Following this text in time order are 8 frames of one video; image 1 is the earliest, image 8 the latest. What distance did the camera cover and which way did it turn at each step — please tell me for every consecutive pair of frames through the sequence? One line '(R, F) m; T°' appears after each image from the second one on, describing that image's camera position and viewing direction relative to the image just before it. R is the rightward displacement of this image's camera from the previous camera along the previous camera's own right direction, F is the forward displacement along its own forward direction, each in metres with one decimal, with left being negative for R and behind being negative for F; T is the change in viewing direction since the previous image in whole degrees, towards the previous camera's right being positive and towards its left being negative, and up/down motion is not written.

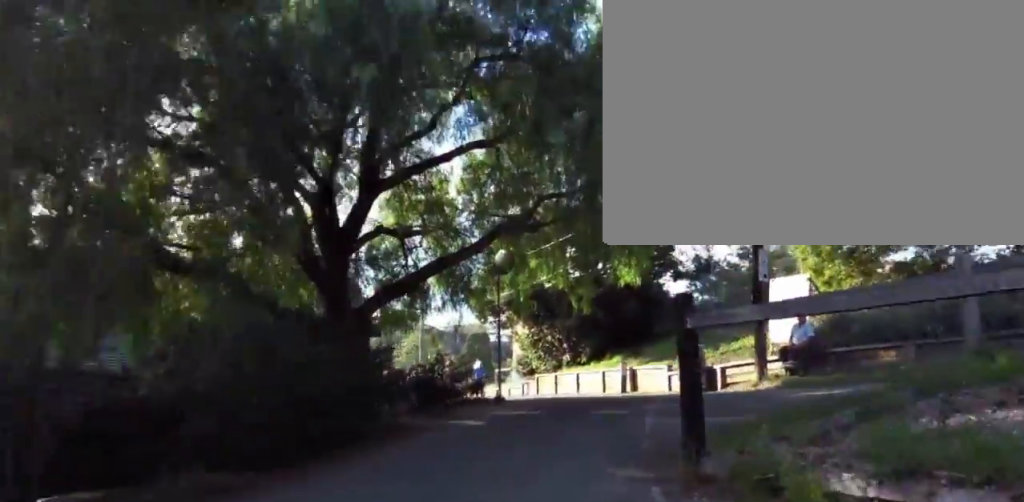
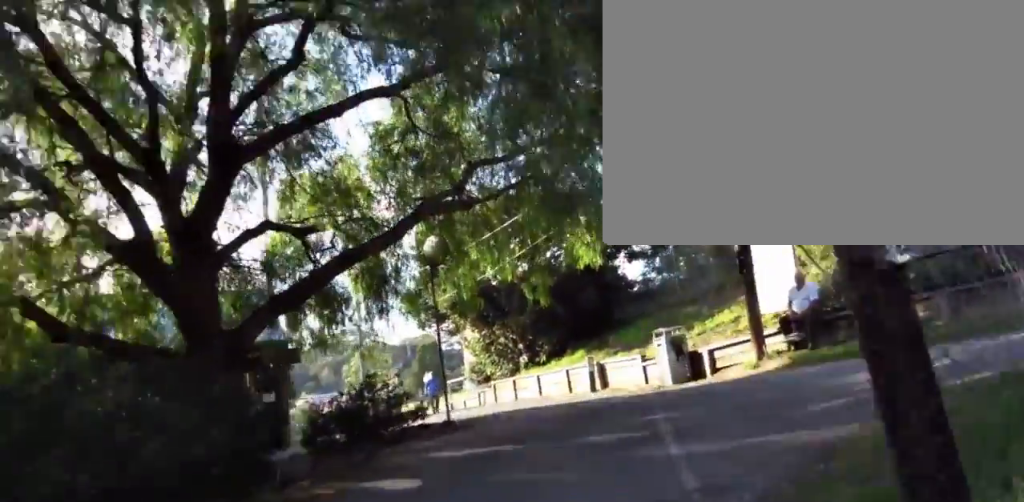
(+0.1, +3.1) m; +9°
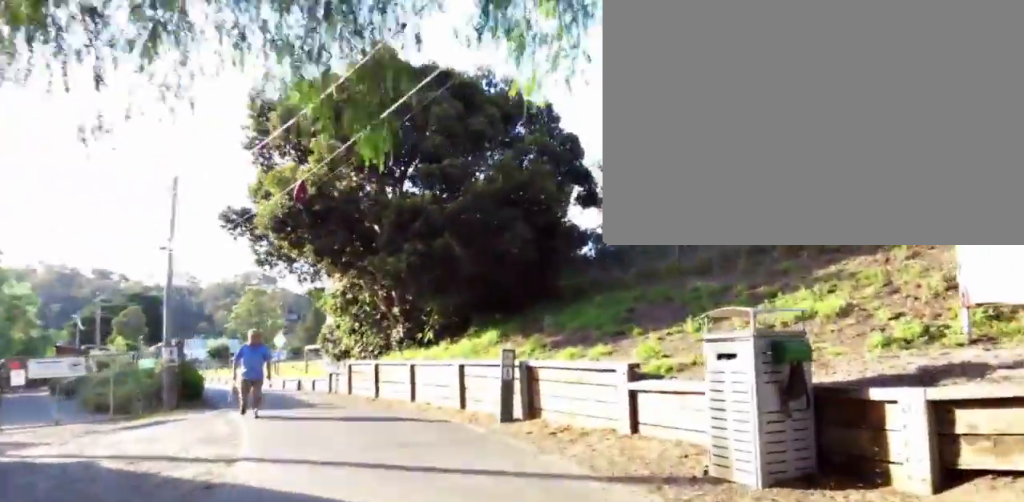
(+0.3, +9.5) m; -17°
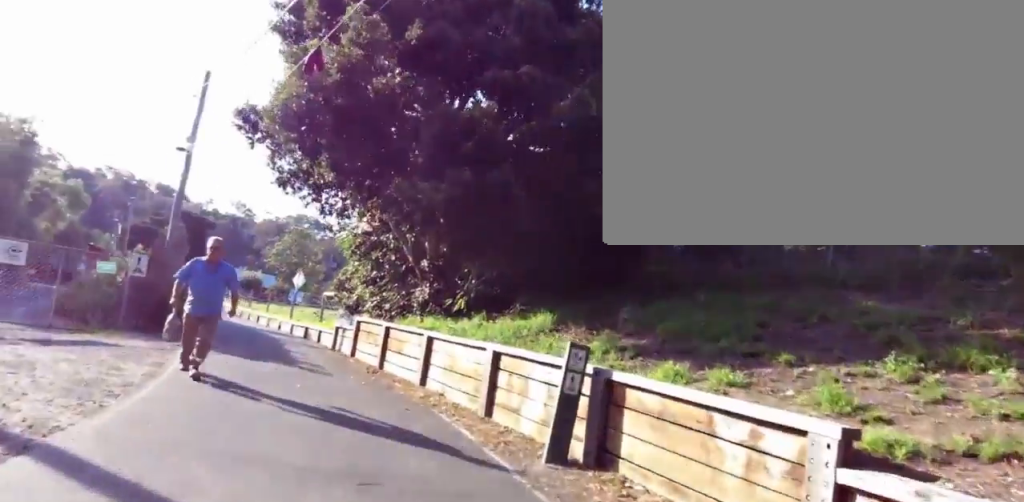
(-0.4, +3.7) m; -11°
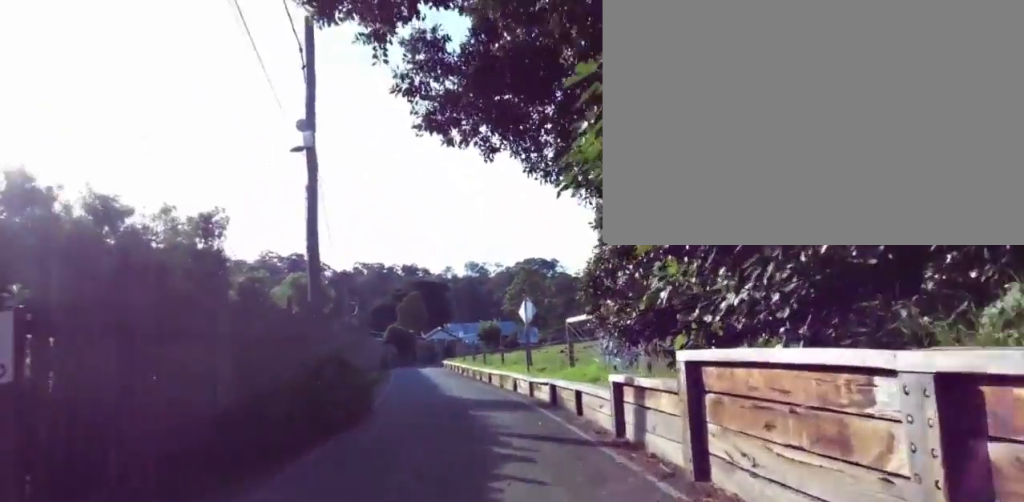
(-1.1, +10.8) m; -7°
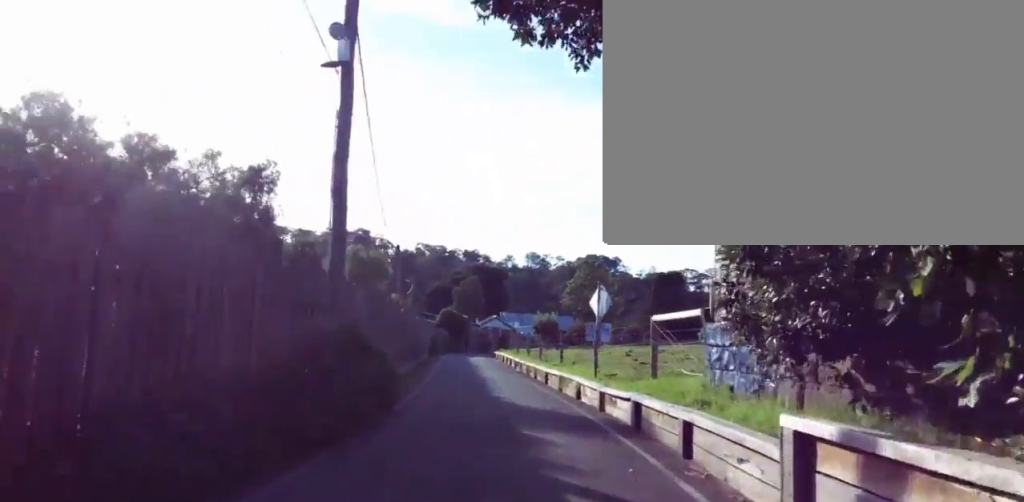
(+0.6, +3.6) m; -3°
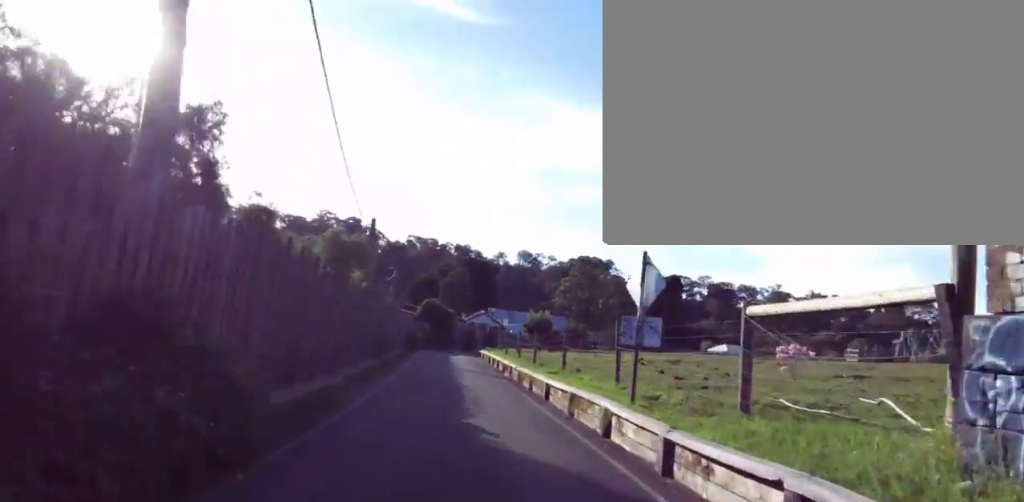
(-1.0, +5.6) m; -1°
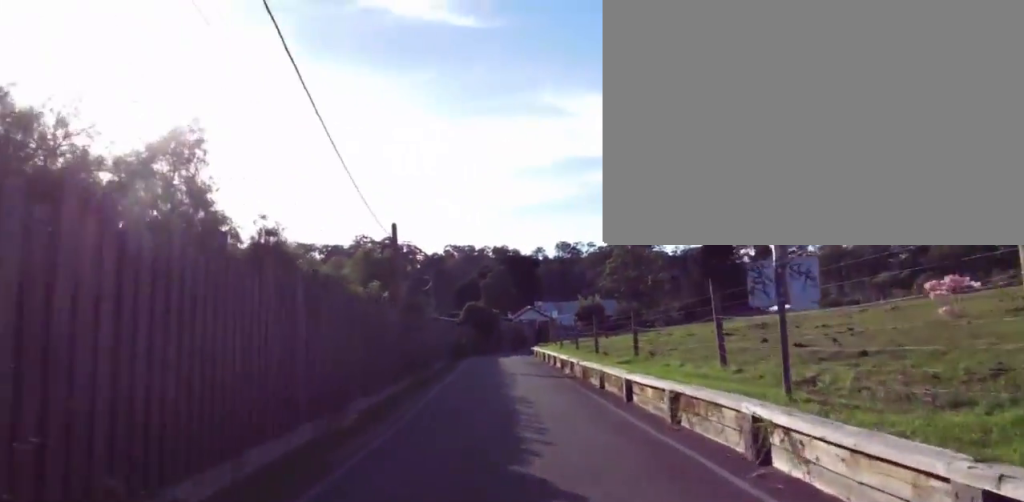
(-0.2, +3.5) m; +1°
